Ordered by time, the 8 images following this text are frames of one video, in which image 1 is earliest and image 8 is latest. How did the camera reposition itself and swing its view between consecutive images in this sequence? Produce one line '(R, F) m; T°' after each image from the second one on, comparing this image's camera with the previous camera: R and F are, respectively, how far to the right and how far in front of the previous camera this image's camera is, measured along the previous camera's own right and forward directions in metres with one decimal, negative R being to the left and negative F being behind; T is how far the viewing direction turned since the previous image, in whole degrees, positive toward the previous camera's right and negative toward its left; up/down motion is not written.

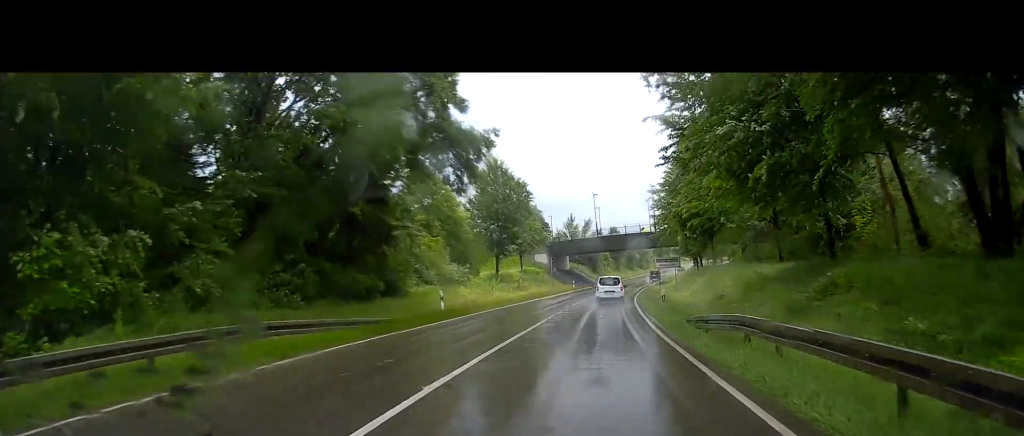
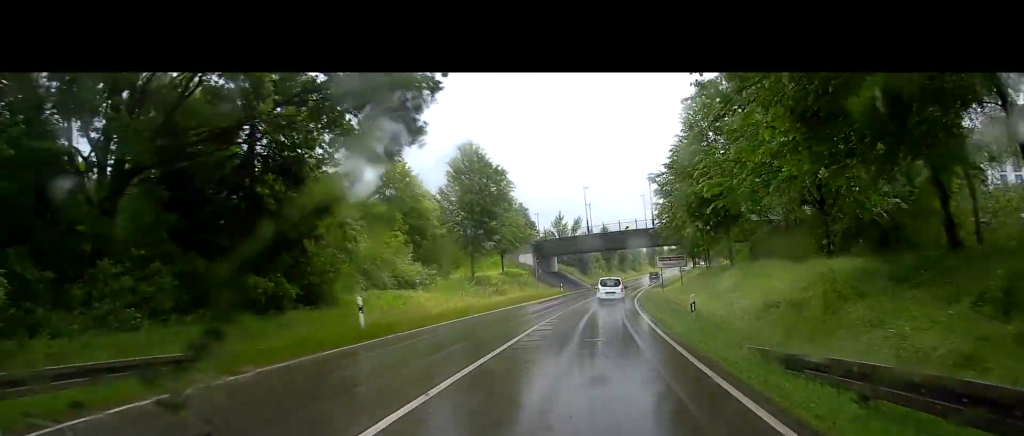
(-0.2, +9.2) m; 0°
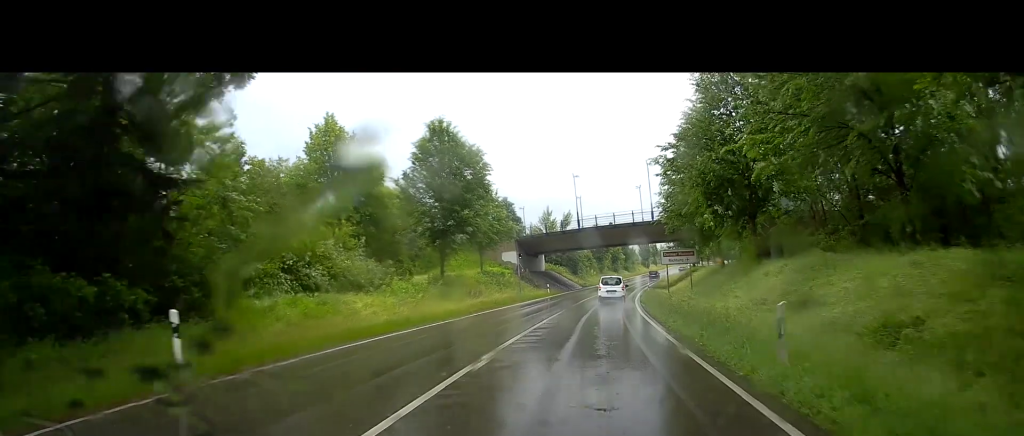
(+0.1, +8.8) m; +1°
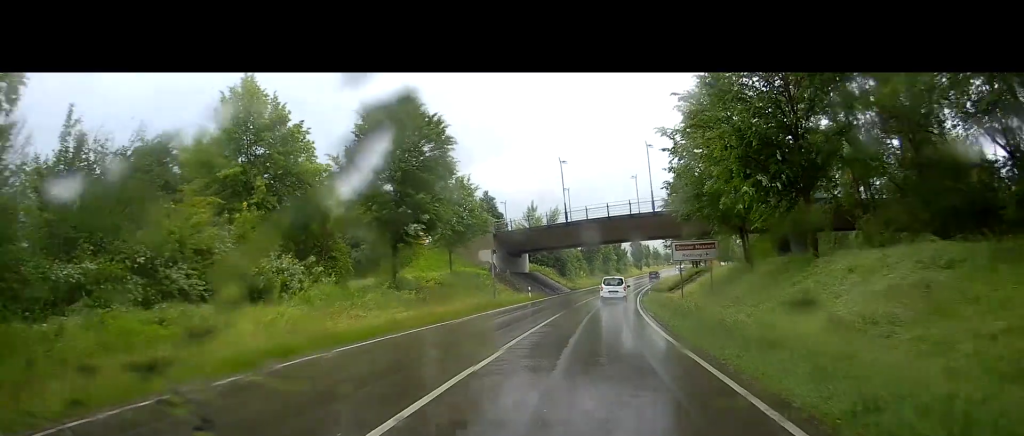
(+0.1, +10.0) m; +1°
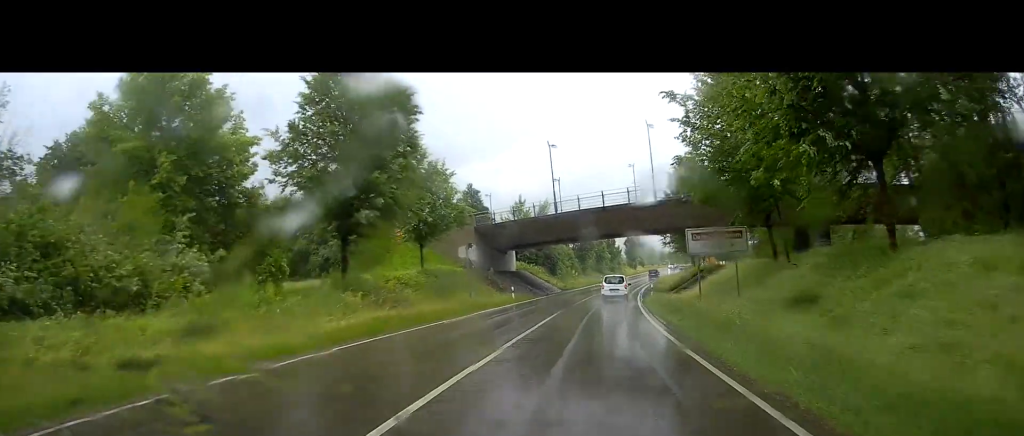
(0.0, +7.2) m; +1°
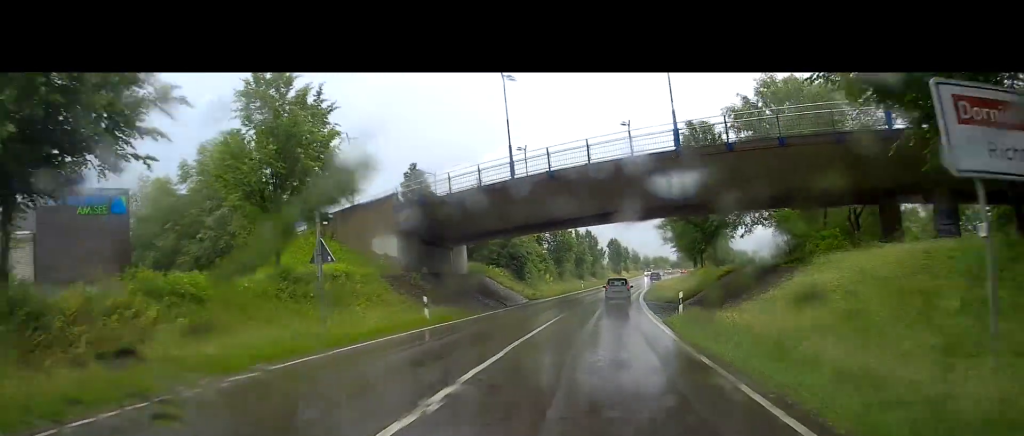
(+0.2, +20.4) m; +1°
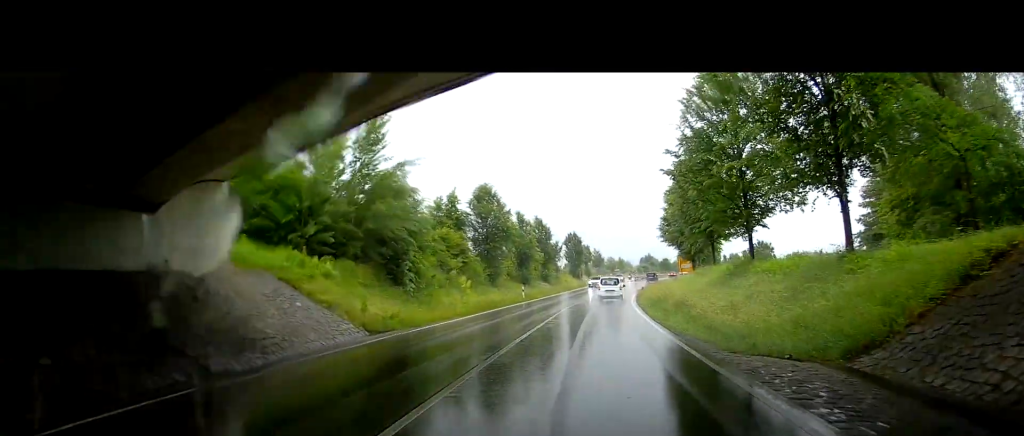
(+0.8, +34.9) m; +2°
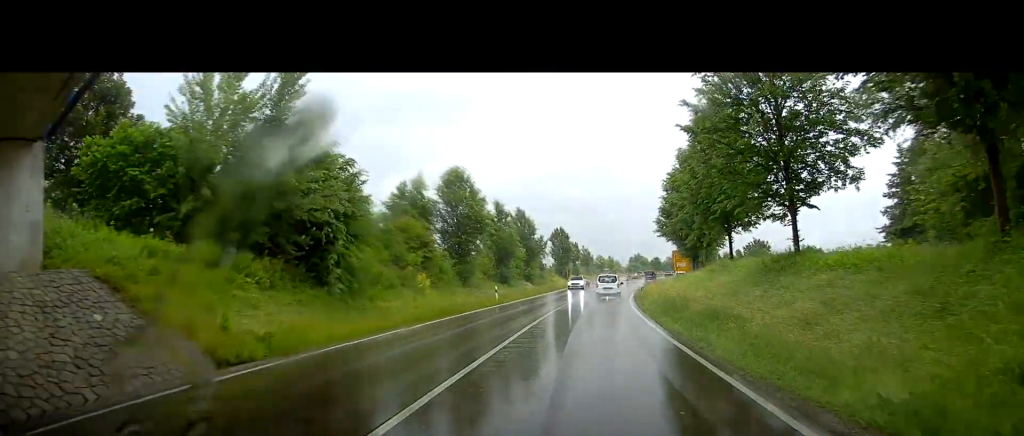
(+0.3, +9.6) m; 0°
